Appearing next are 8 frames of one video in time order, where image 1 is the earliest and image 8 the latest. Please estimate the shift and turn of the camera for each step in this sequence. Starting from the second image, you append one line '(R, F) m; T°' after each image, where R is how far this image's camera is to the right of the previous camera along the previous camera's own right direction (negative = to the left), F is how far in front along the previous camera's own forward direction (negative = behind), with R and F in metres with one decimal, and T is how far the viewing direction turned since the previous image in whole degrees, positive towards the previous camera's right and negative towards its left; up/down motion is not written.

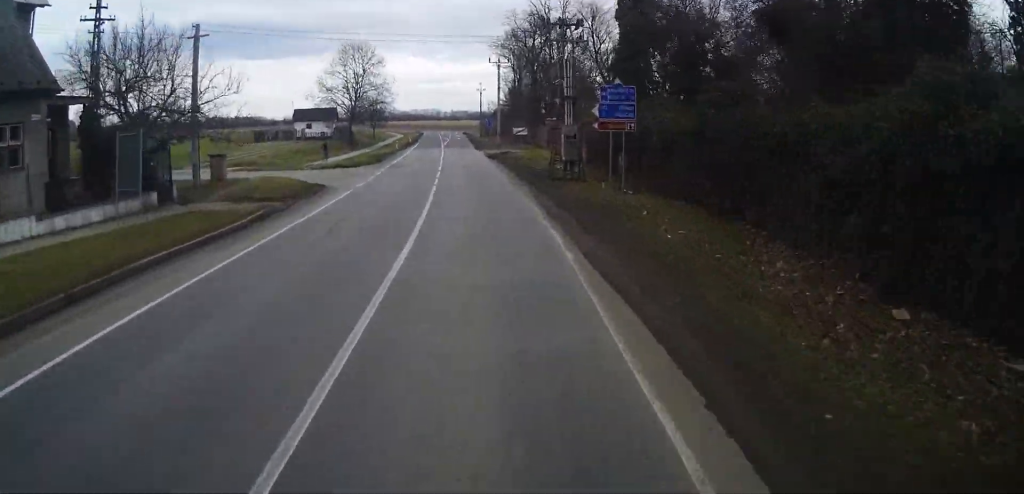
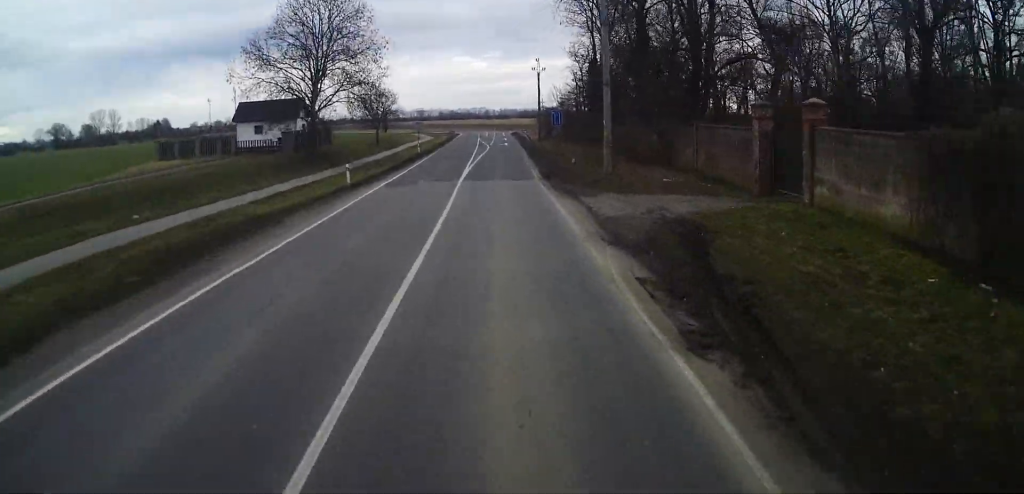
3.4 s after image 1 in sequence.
(-4.2, +41.1) m; -9°
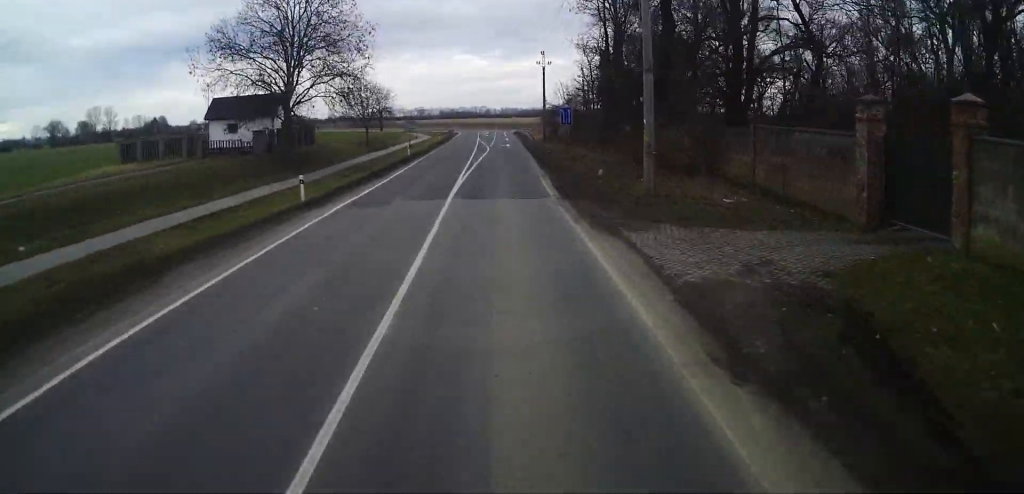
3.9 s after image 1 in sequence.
(0.0, +6.3) m; 0°
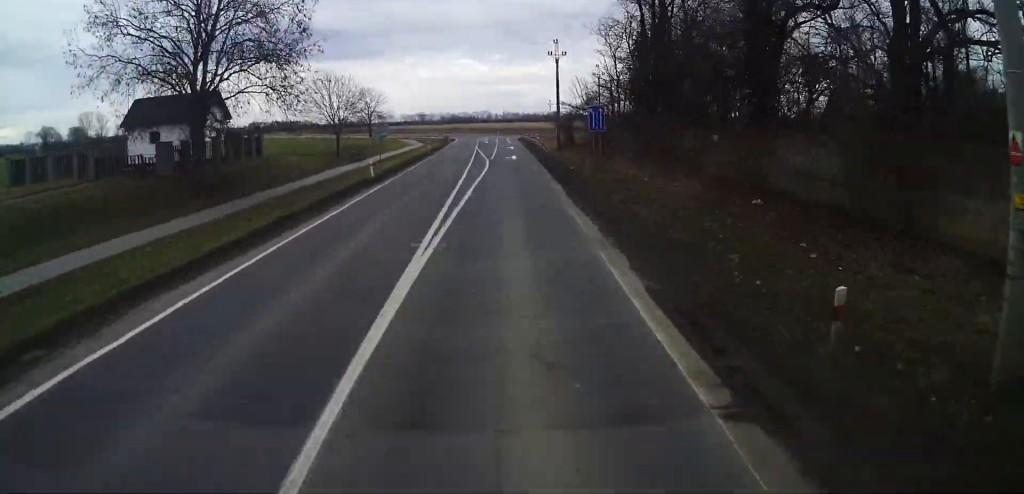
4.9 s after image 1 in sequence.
(0.0, +13.9) m; 0°
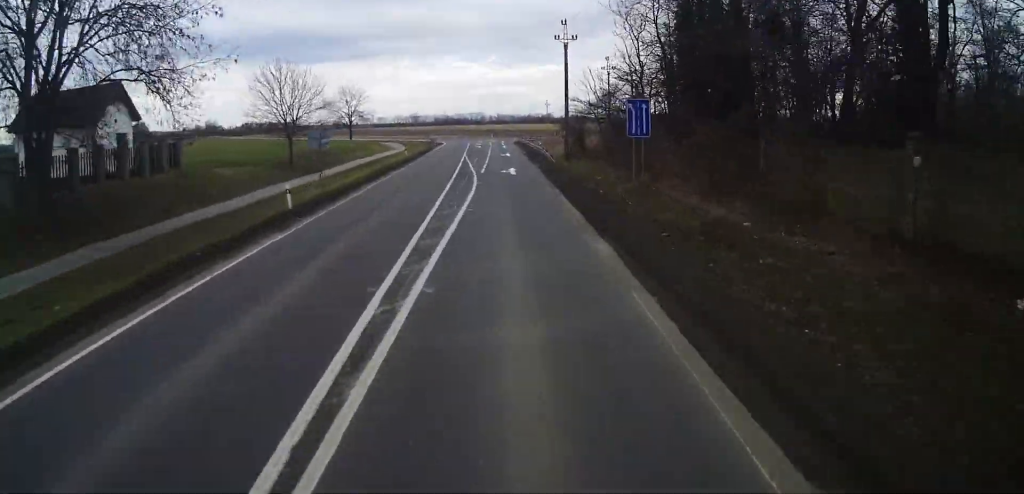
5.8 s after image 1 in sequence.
(0.0, +12.0) m; +1°
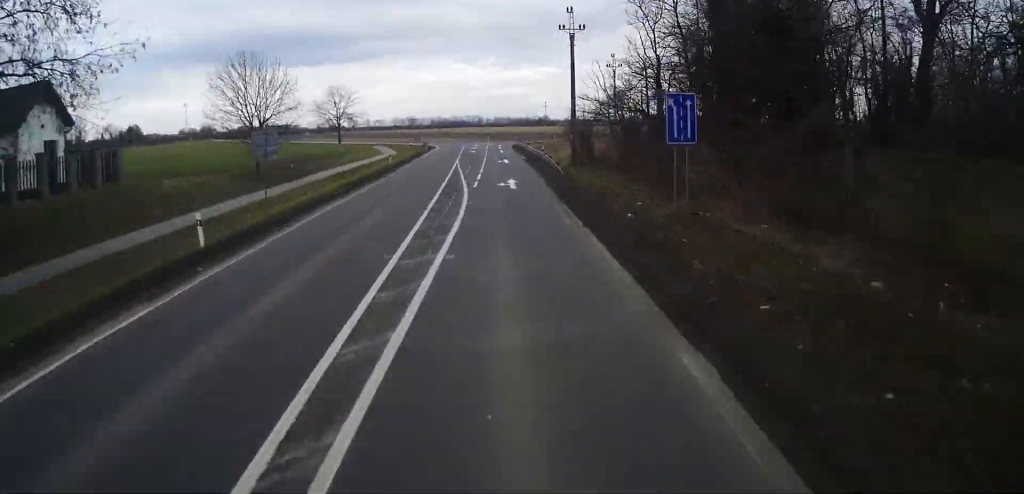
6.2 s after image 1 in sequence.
(+0.1, +6.1) m; 0°
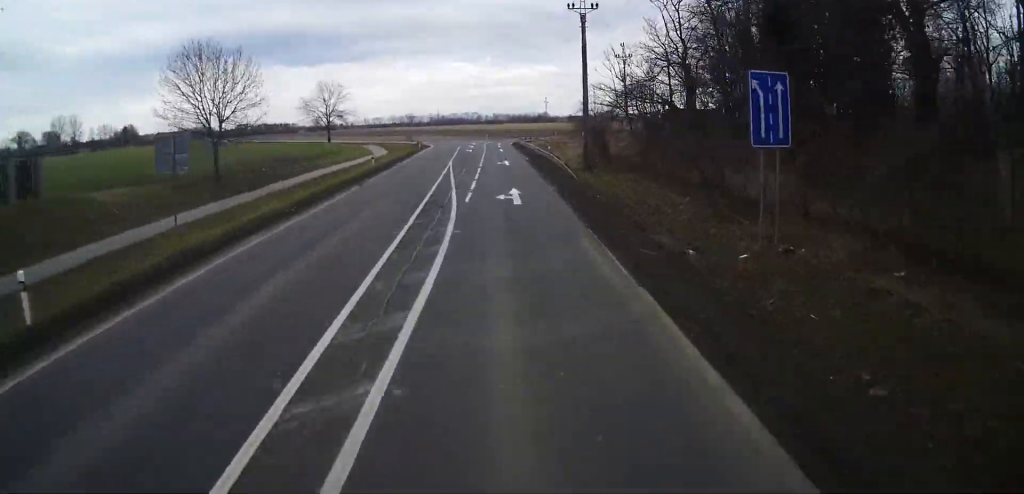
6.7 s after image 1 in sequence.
(+0.1, +6.1) m; -1°
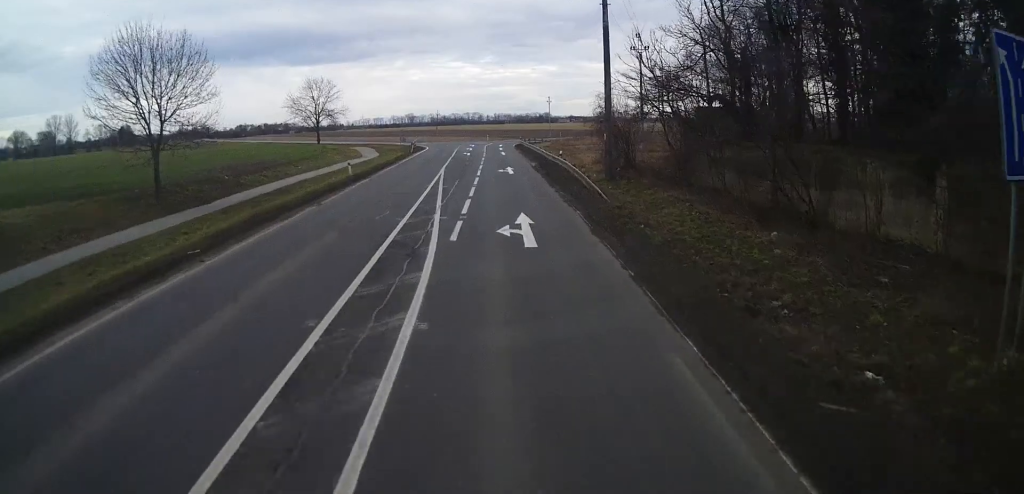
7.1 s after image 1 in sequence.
(-0.1, +6.7) m; 0°
